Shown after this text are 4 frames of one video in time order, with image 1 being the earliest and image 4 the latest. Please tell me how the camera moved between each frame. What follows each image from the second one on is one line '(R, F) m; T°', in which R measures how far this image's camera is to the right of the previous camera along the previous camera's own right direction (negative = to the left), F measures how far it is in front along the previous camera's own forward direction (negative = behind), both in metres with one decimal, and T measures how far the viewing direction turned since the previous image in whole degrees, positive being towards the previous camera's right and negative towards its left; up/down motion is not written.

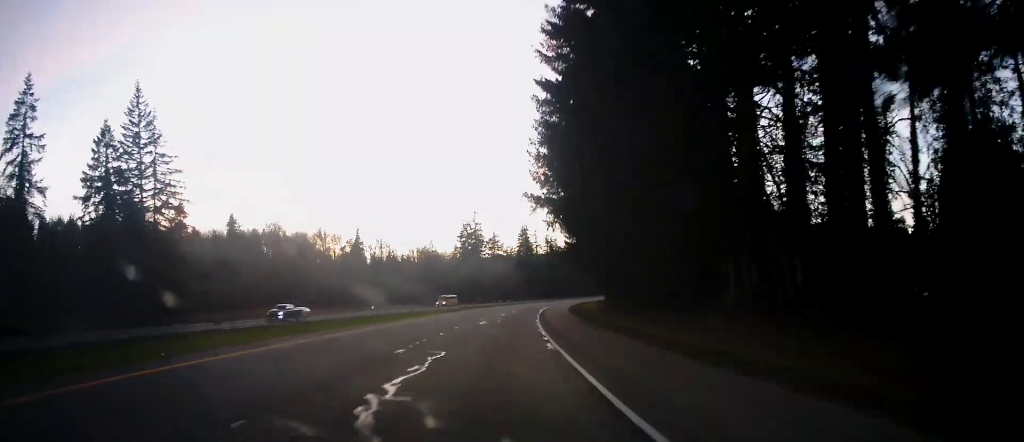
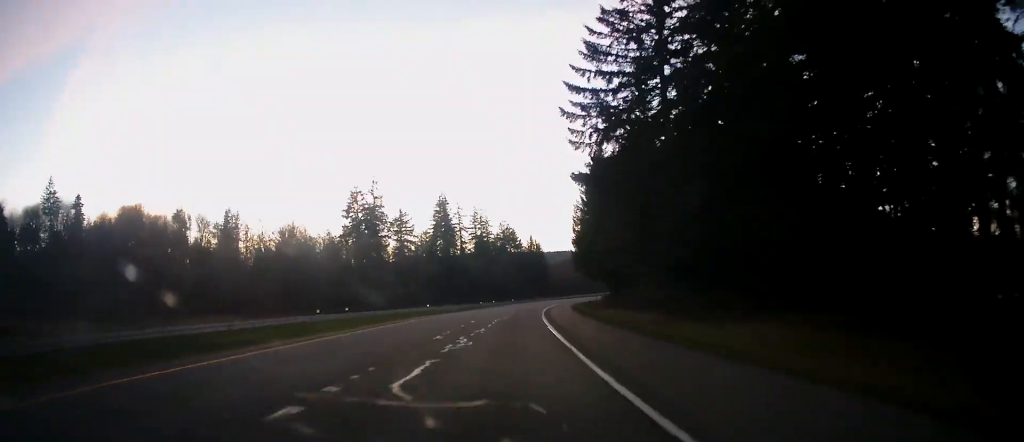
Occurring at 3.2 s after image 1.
(+5.5, +94.2) m; +3°
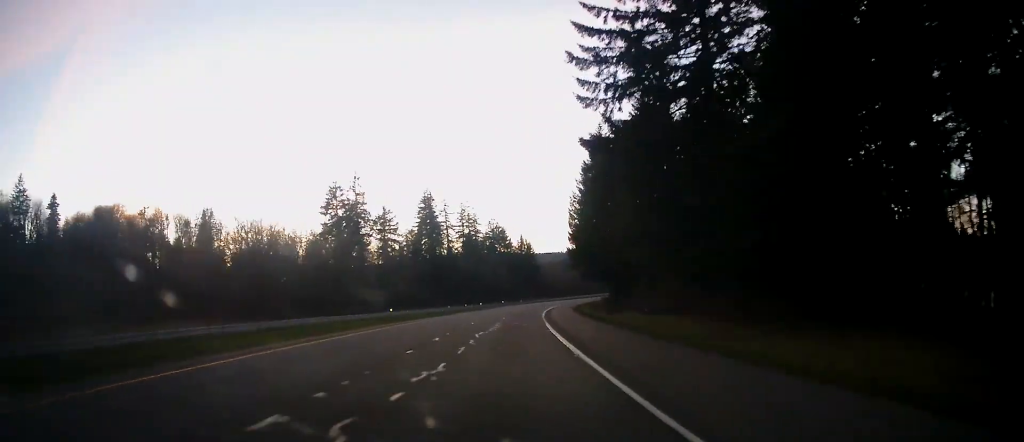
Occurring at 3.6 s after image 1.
(0.0, +12.8) m; 0°
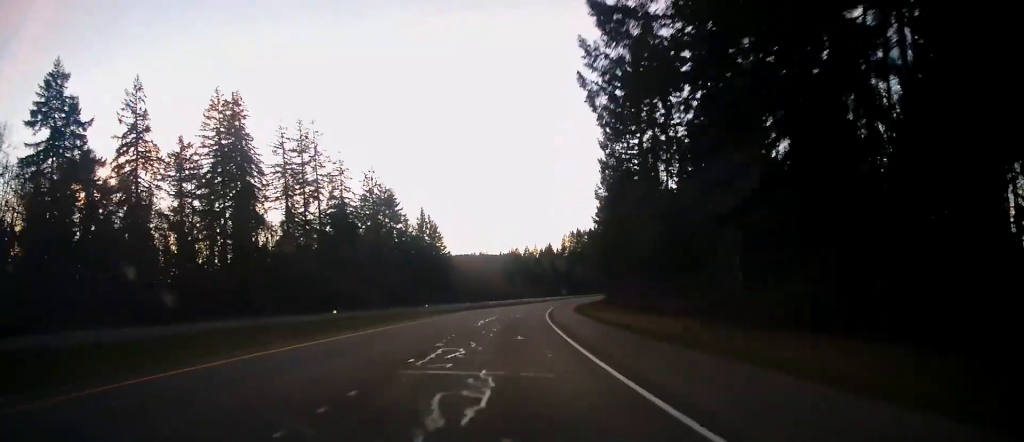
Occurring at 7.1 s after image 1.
(+8.9, +100.6) m; +12°
